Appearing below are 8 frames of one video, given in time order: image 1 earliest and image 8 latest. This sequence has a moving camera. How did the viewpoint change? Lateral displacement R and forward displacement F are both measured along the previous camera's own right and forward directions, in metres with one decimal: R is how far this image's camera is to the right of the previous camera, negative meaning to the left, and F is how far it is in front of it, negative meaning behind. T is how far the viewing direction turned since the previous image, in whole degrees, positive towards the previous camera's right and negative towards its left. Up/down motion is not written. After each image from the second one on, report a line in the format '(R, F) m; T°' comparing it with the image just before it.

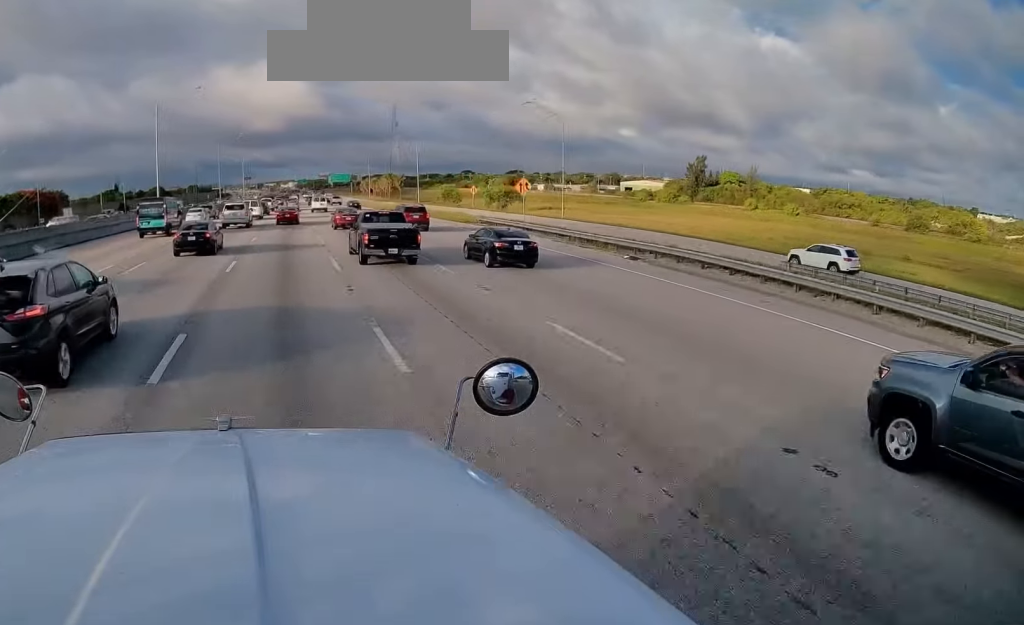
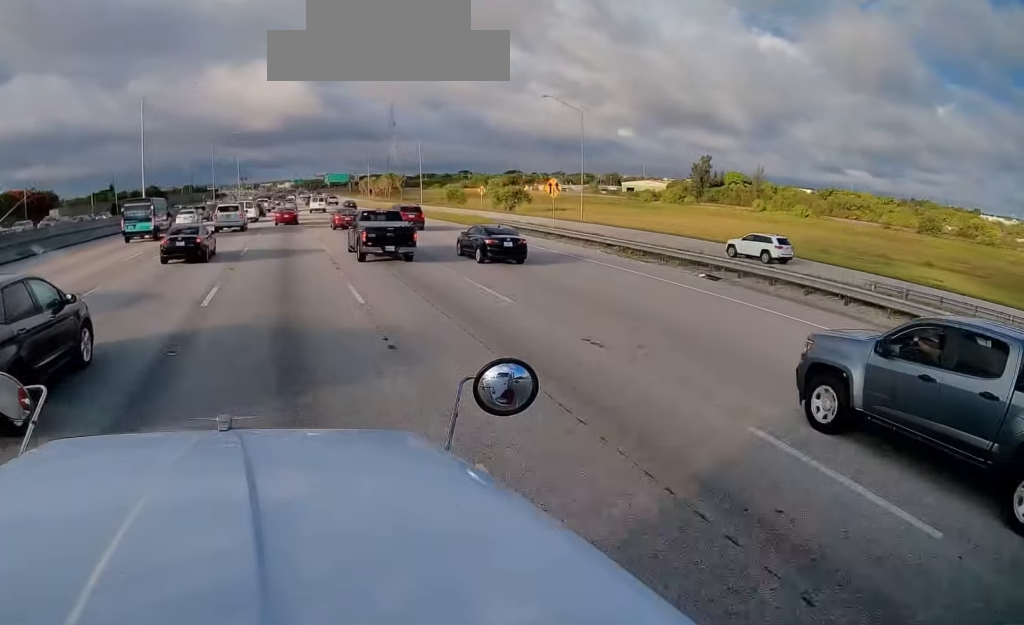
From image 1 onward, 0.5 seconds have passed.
(-0.1, +5.5) m; 0°
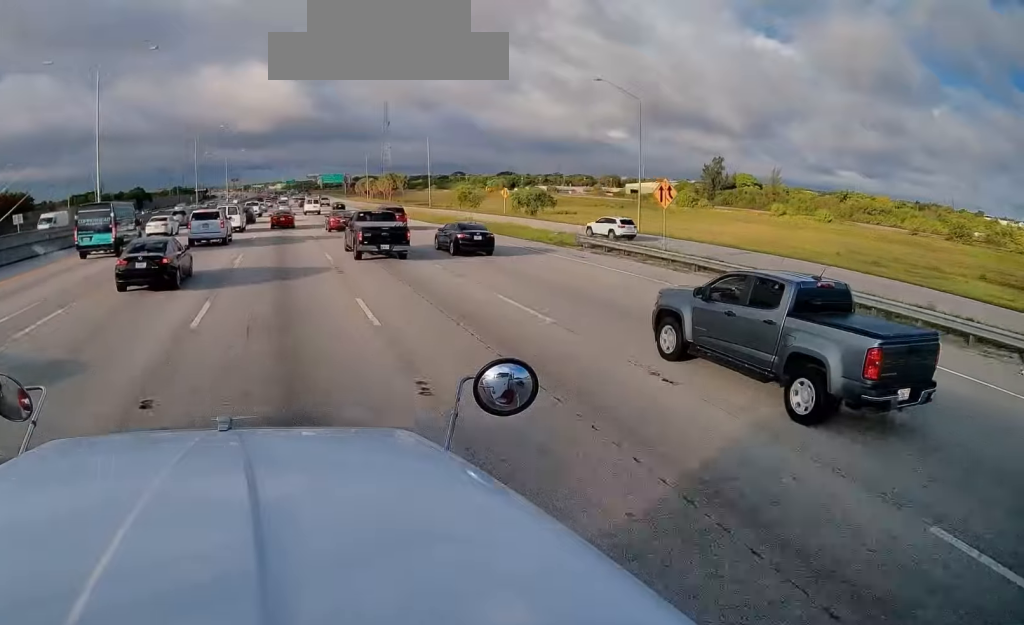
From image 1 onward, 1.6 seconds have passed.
(+0.1, +12.8) m; +2°
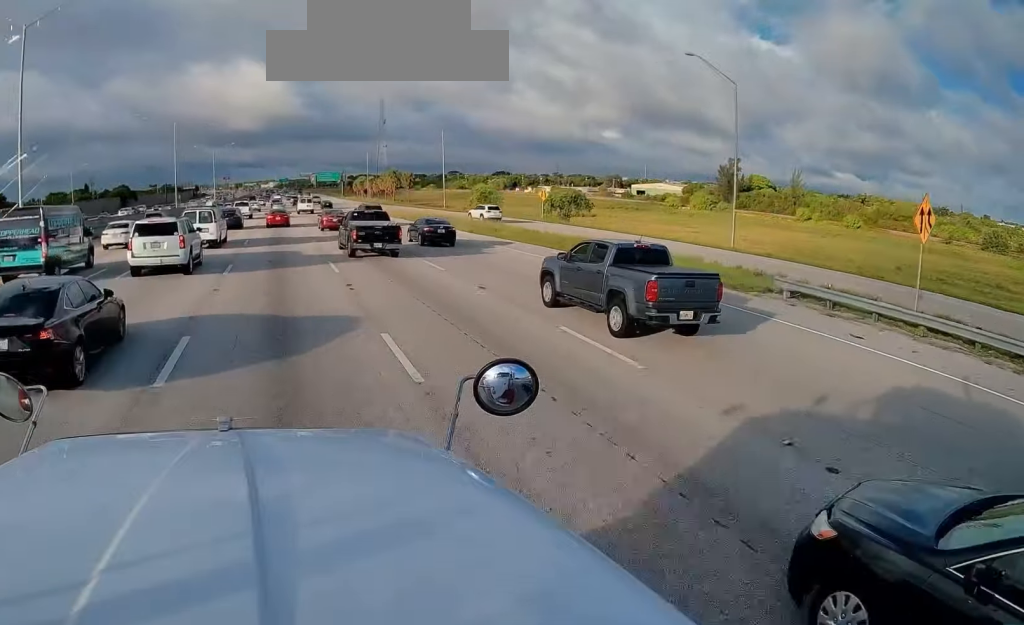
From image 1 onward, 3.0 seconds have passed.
(+0.3, +13.7) m; +2°
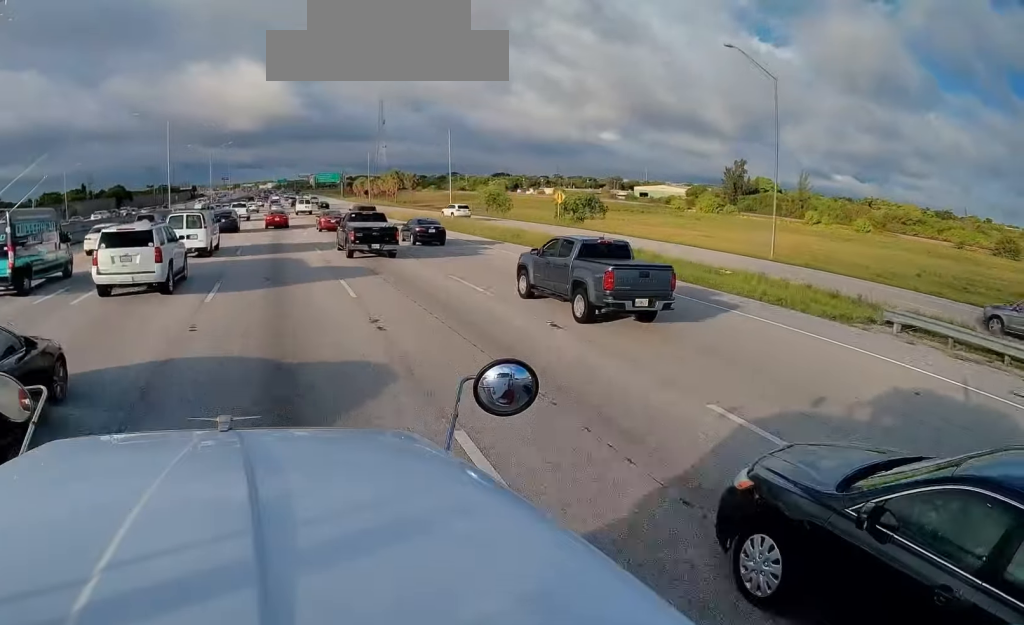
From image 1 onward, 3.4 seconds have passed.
(0.0, +4.4) m; -1°
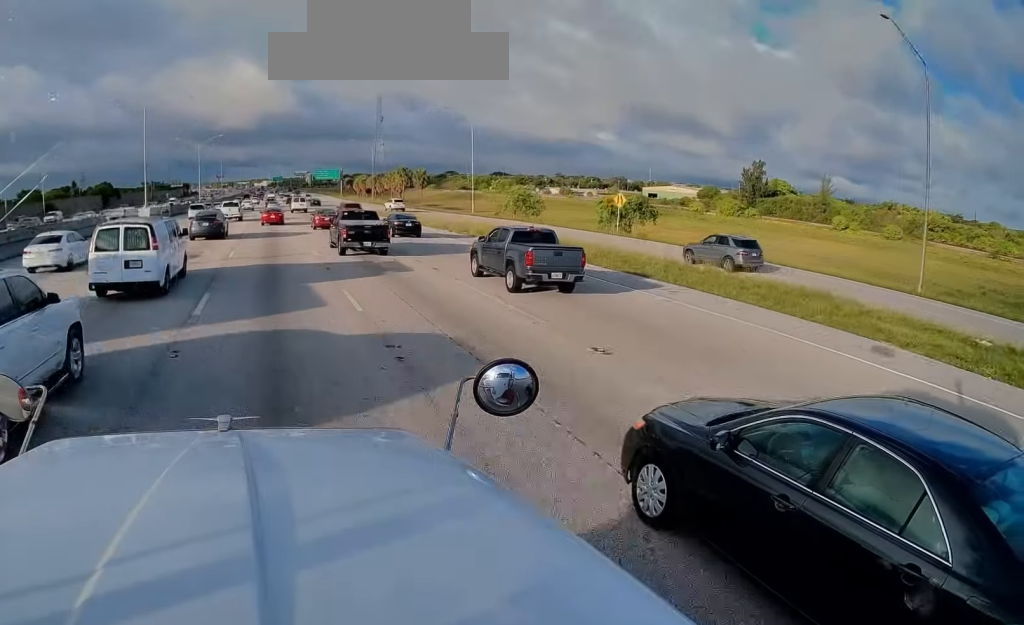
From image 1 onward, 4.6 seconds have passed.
(-0.2, +12.4) m; -2°
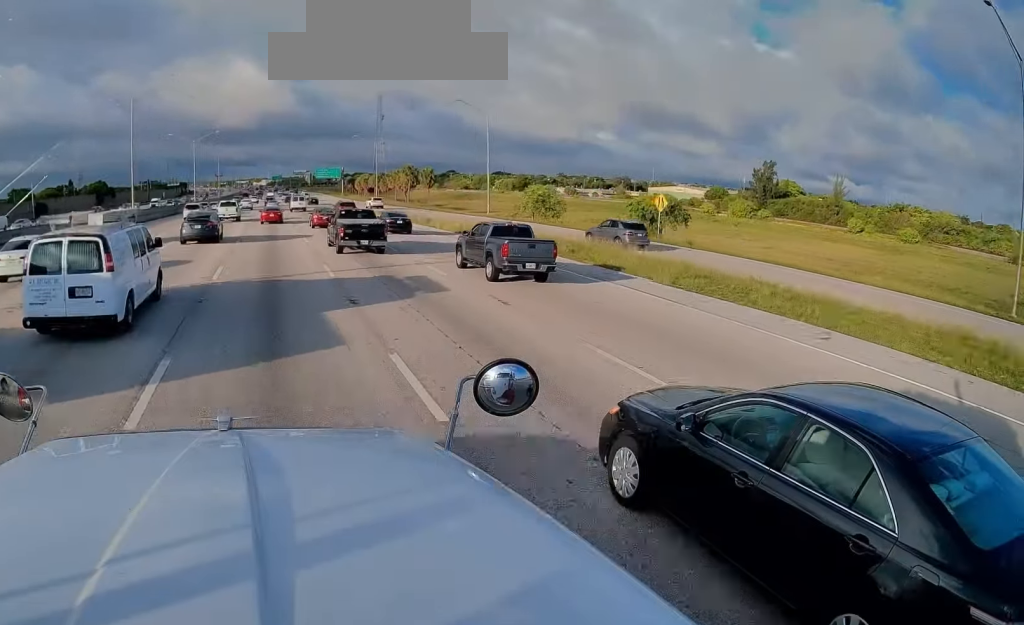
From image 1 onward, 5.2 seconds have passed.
(0.0, +6.4) m; 0°
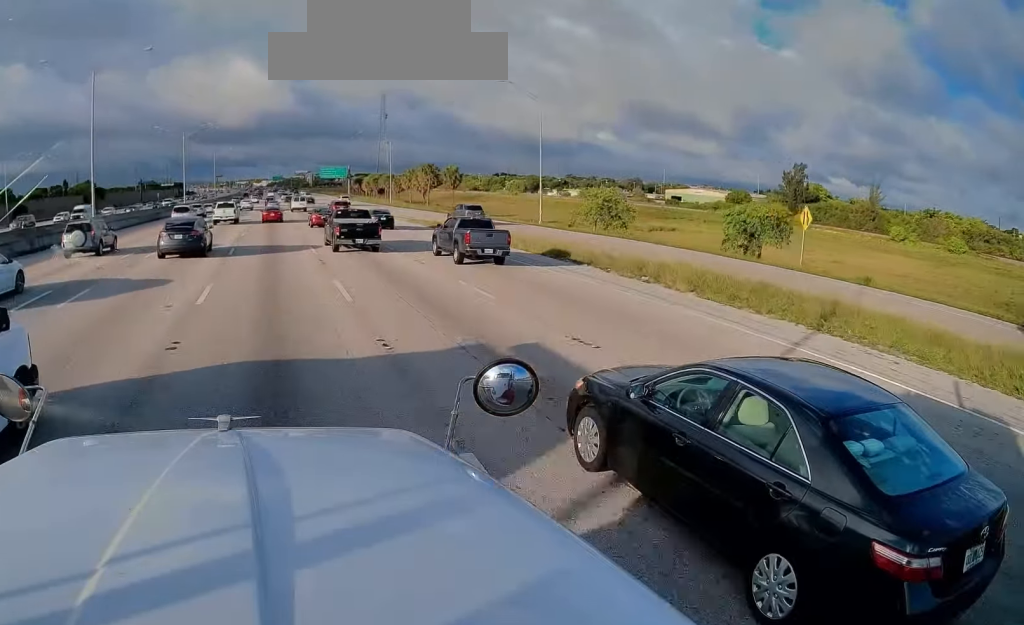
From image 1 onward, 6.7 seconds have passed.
(0.0, +15.6) m; 0°
